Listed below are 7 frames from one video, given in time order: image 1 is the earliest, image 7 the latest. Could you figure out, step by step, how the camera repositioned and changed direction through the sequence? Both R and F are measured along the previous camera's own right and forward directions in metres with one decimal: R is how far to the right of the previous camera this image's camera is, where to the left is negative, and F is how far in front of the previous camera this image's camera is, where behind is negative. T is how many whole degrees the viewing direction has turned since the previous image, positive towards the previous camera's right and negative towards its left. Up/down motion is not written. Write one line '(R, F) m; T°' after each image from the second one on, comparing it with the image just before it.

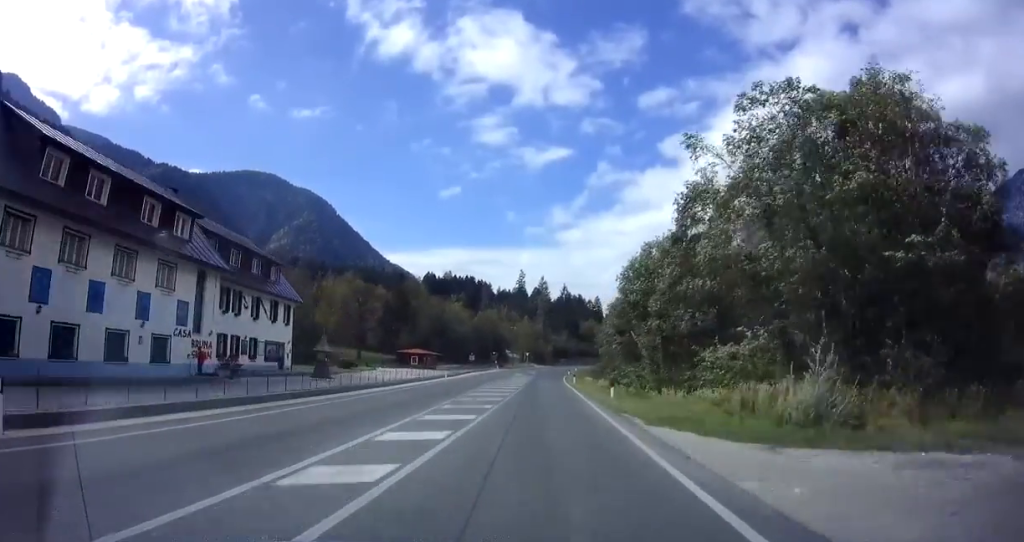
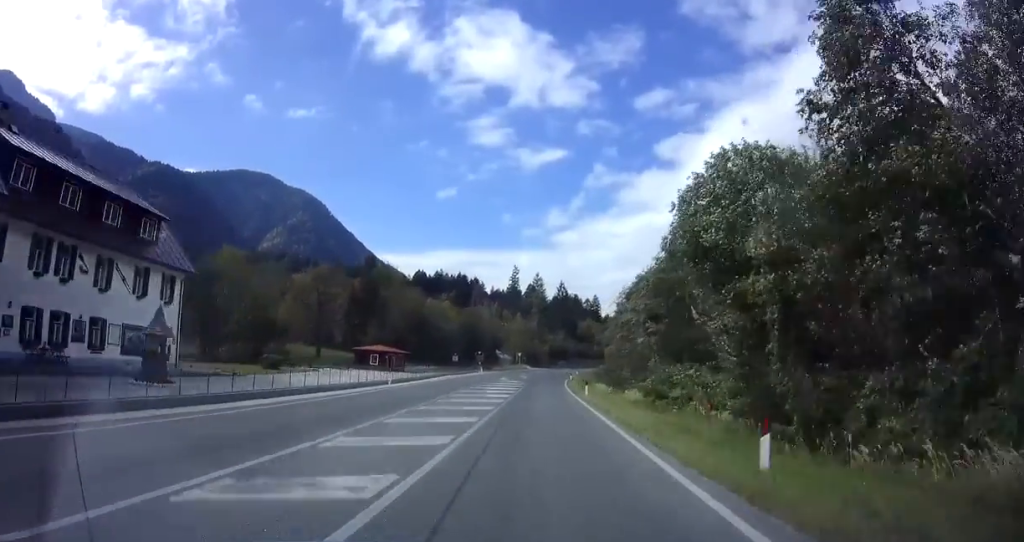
(+0.1, +16.7) m; +1°
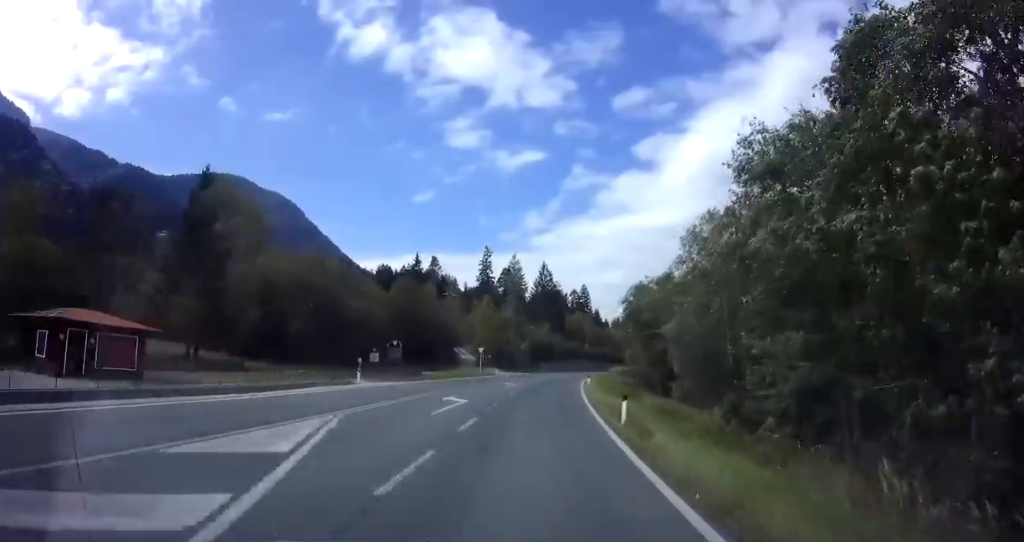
(+1.0, +43.5) m; +3°
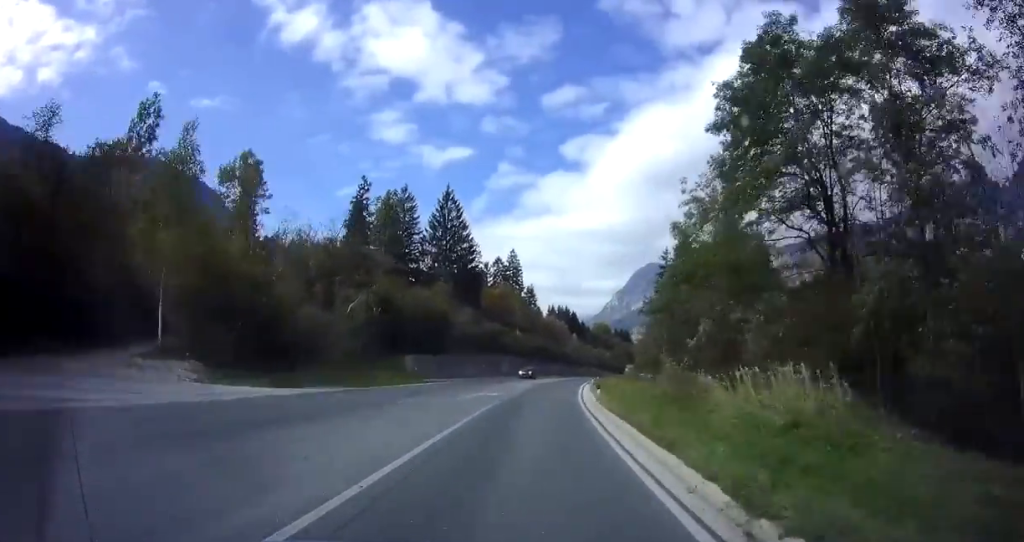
(+4.0, +69.1) m; +8°
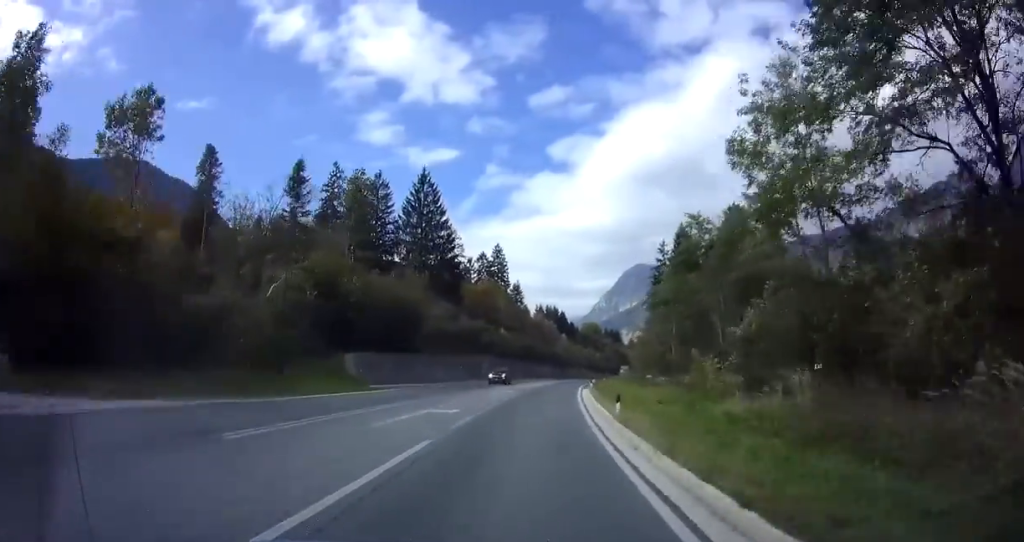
(+0.1, +10.0) m; 0°
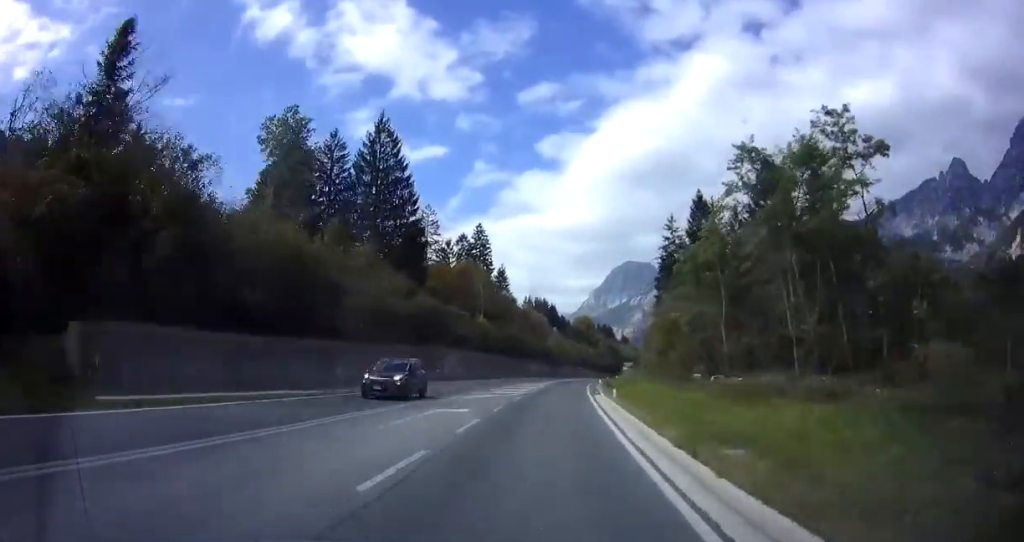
(+0.1, +19.3) m; +2°
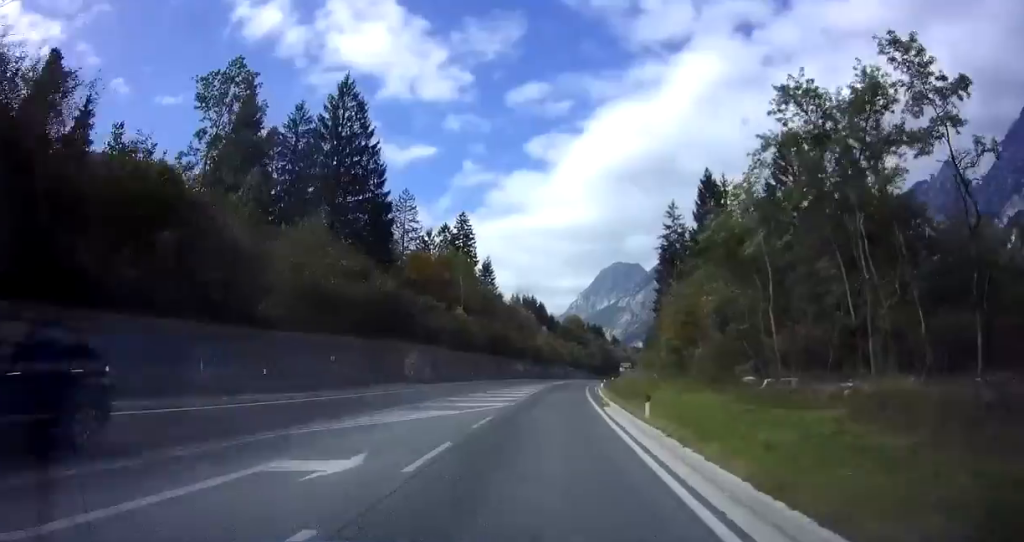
(-0.2, +10.0) m; +1°
